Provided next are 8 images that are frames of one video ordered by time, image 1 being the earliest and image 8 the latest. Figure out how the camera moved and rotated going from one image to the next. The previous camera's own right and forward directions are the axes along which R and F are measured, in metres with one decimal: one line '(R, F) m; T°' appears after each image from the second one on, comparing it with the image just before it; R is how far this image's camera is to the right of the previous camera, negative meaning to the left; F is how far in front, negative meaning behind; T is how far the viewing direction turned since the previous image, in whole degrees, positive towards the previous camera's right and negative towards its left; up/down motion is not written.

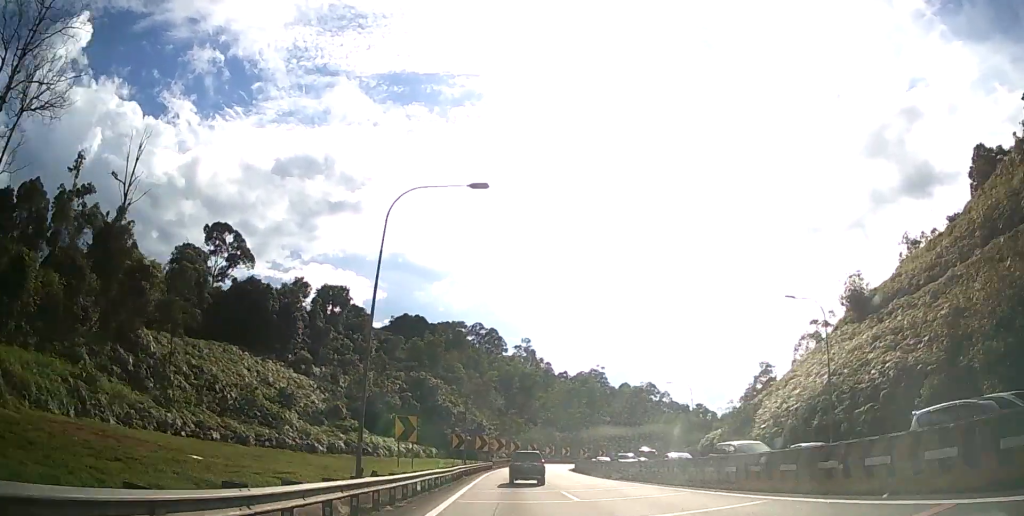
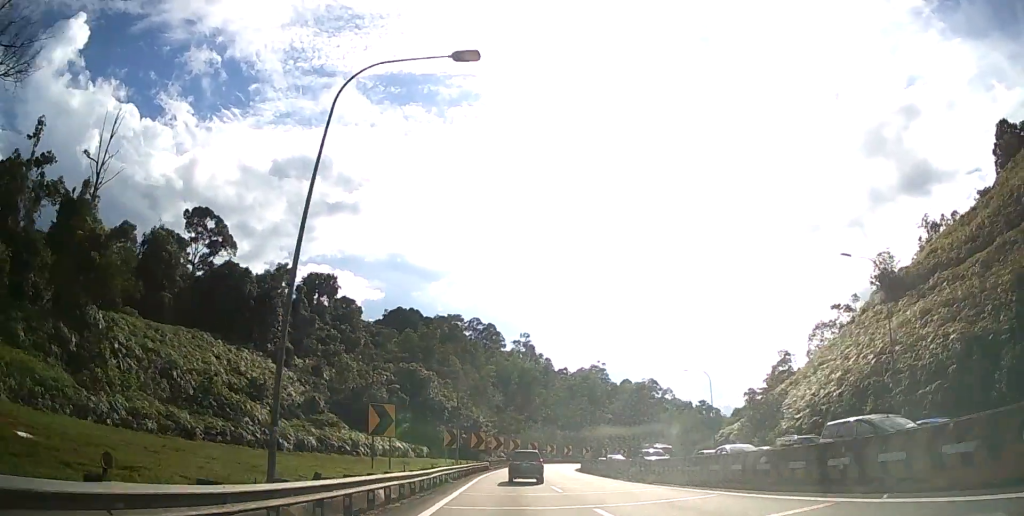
(0.0, +7.8) m; 0°
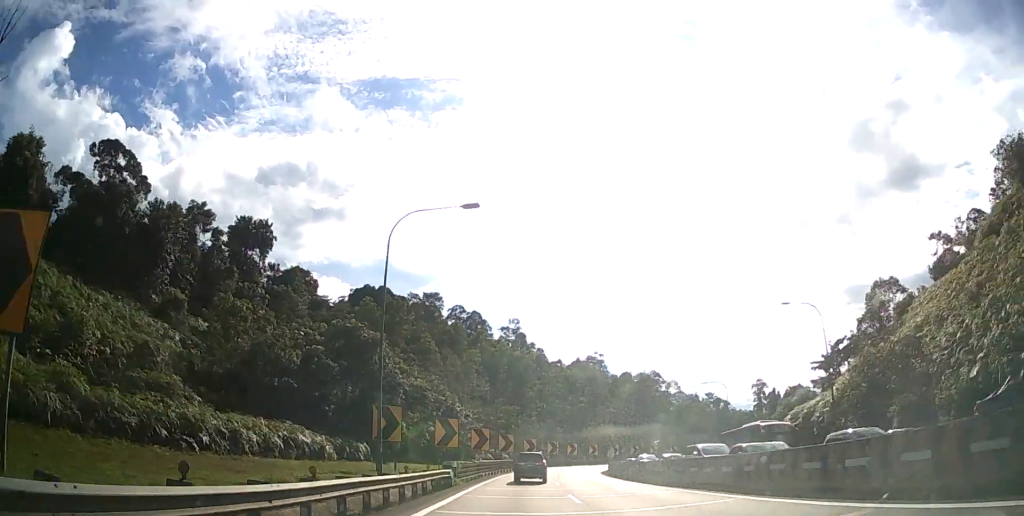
(+0.2, +28.4) m; +2°
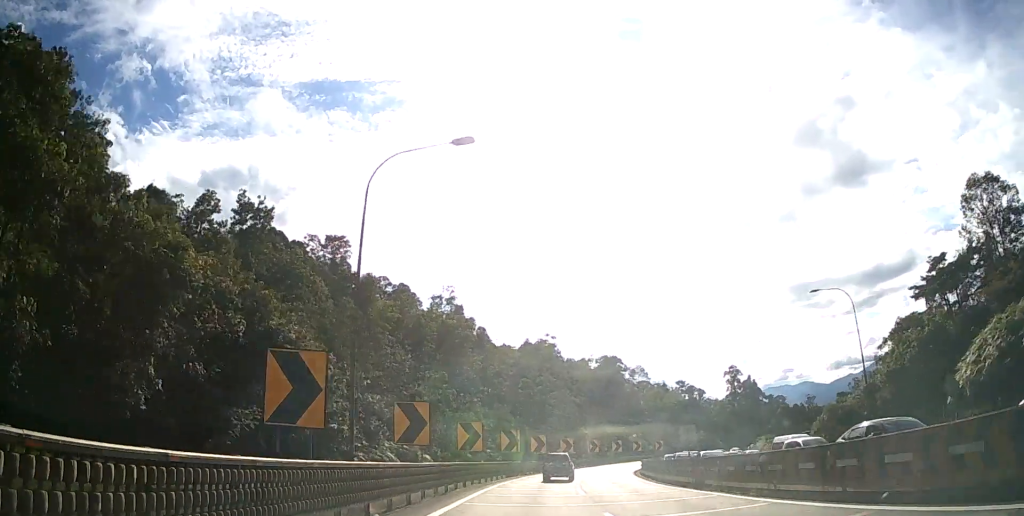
(+1.2, +43.2) m; +3°
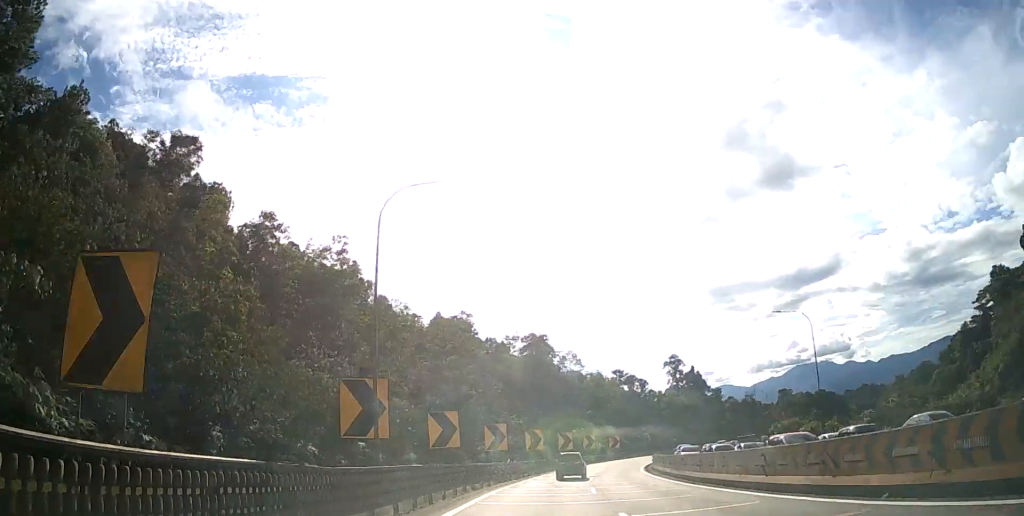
(+2.1, +36.4) m; +9°
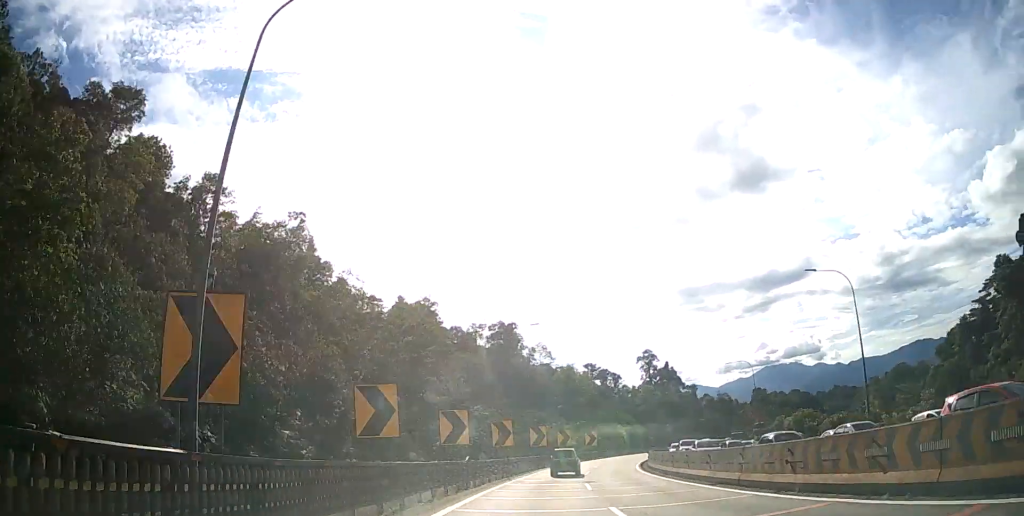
(+0.5, +11.0) m; +3°
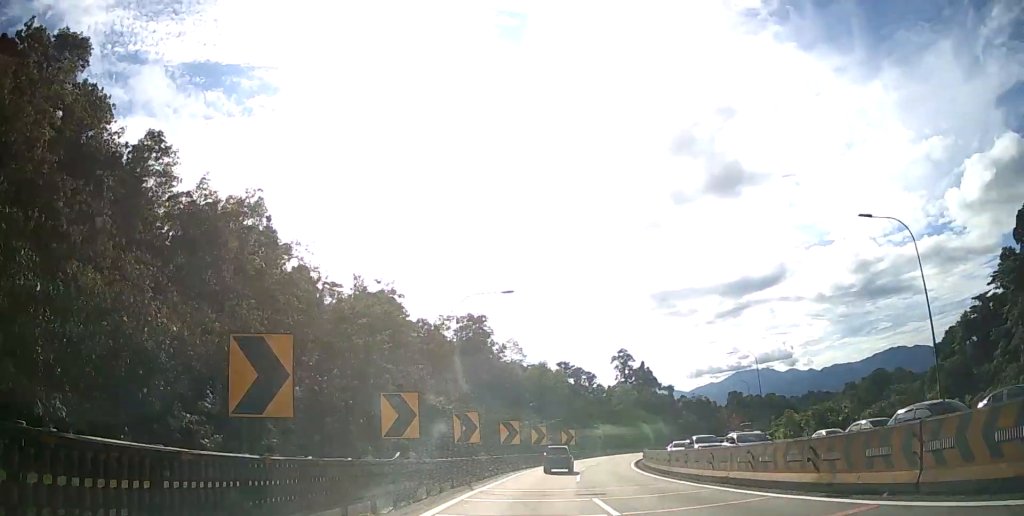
(0.0, +10.1) m; +2°
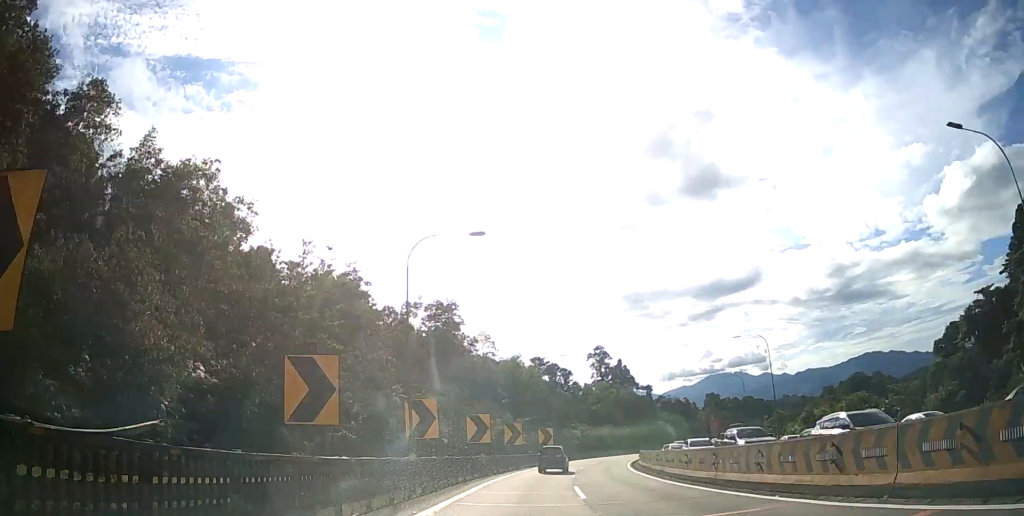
(+0.5, +10.1) m; +3°
